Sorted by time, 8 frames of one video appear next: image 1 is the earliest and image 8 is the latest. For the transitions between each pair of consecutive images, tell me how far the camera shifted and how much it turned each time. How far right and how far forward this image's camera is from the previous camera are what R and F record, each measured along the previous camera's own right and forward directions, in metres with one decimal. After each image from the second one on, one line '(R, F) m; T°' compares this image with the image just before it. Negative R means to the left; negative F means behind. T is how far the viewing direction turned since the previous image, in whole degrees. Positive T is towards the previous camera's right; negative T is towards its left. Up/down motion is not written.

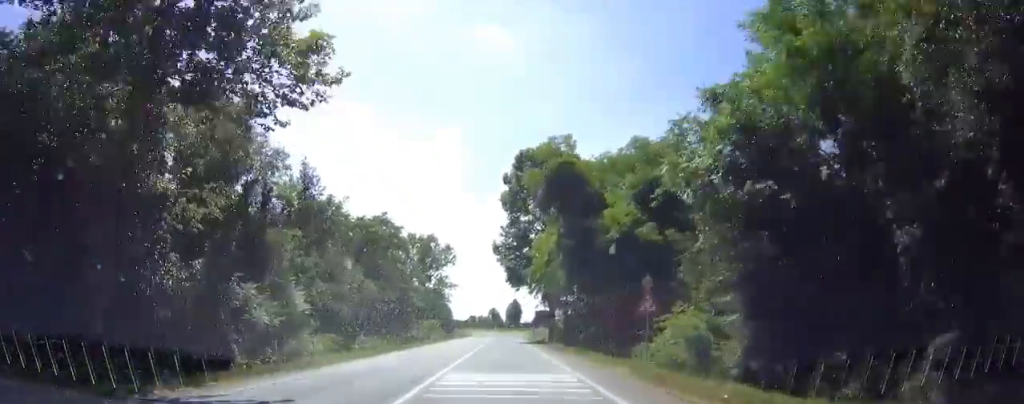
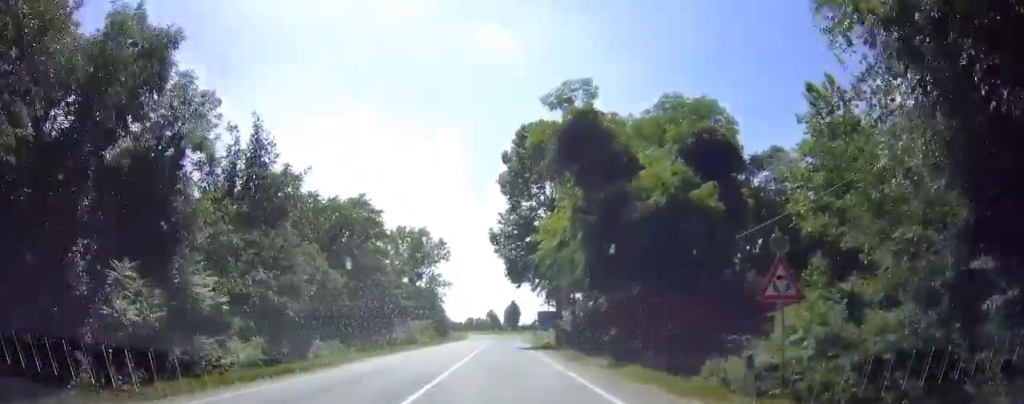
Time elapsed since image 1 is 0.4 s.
(0.0, +7.9) m; 0°
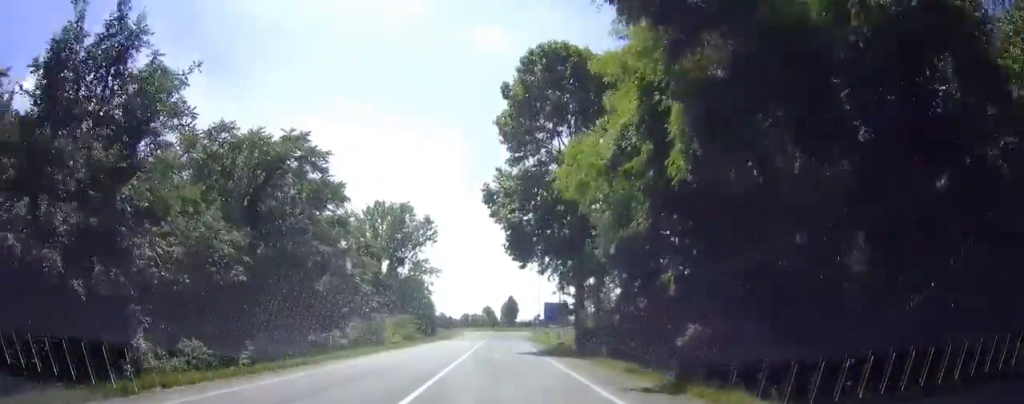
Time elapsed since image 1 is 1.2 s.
(0.0, +14.0) m; 0°
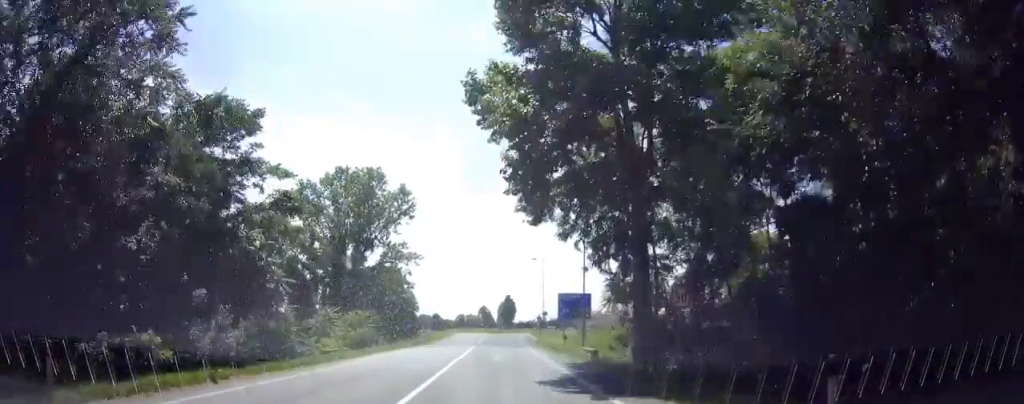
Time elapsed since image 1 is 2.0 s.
(0.0, +15.1) m; 0°
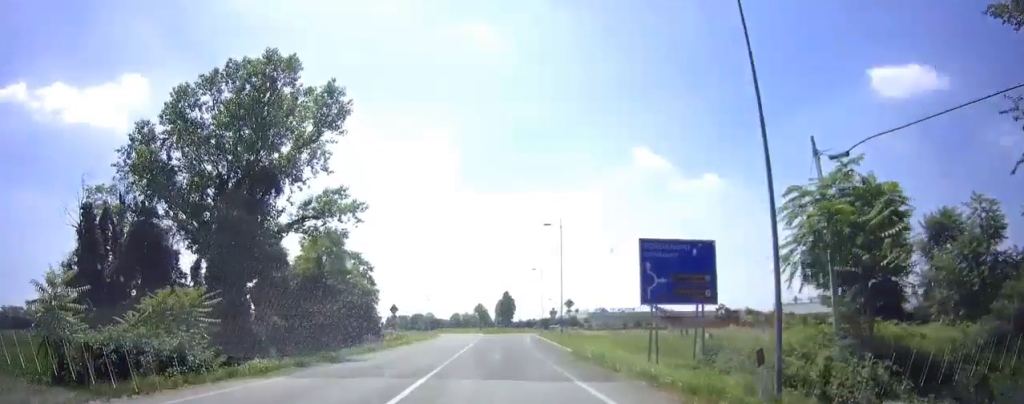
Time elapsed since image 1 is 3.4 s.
(+0.3, +23.8) m; +1°
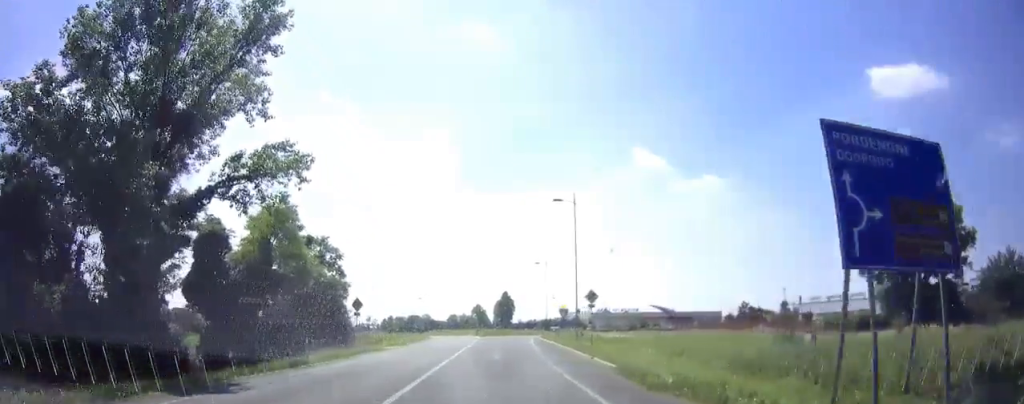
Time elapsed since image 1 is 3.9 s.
(+0.1, +9.5) m; 0°
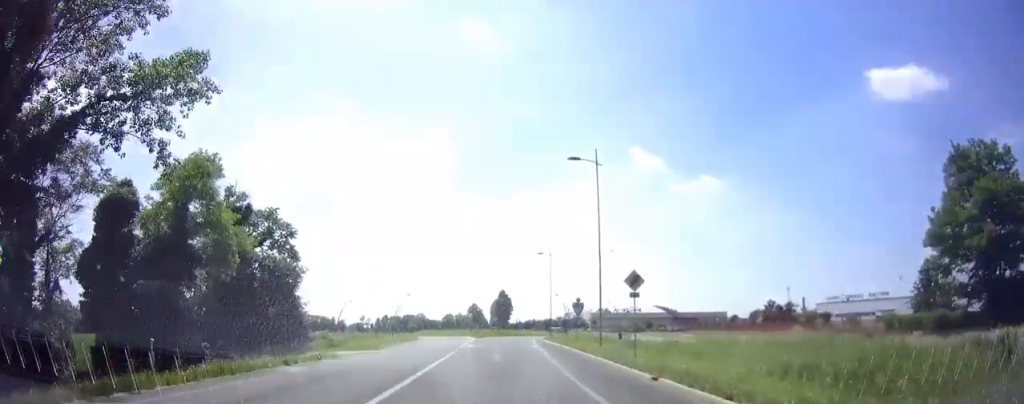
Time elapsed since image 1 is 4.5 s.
(-0.3, +10.6) m; 0°
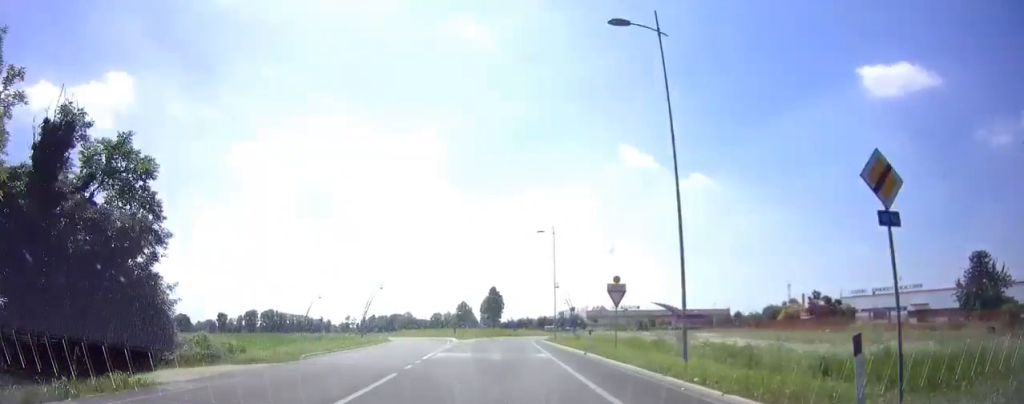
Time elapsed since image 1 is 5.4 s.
(+0.3, +14.5) m; +2°
